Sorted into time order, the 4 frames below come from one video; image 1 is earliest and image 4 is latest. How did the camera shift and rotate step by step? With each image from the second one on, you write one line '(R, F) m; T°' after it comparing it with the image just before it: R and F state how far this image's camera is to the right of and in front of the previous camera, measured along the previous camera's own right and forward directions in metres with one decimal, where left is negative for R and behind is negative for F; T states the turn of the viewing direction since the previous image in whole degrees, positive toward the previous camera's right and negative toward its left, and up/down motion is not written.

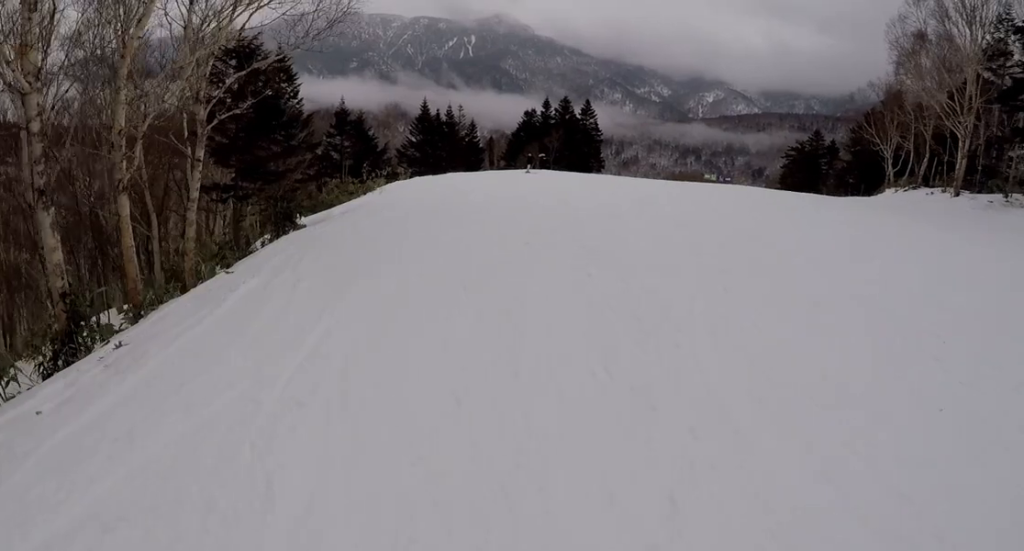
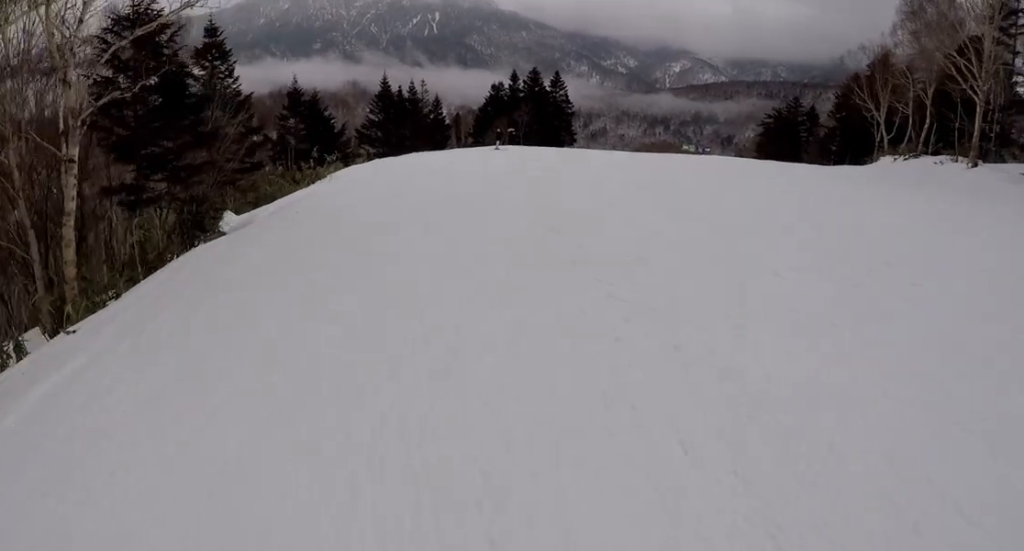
(-0.7, +3.7) m; 0°
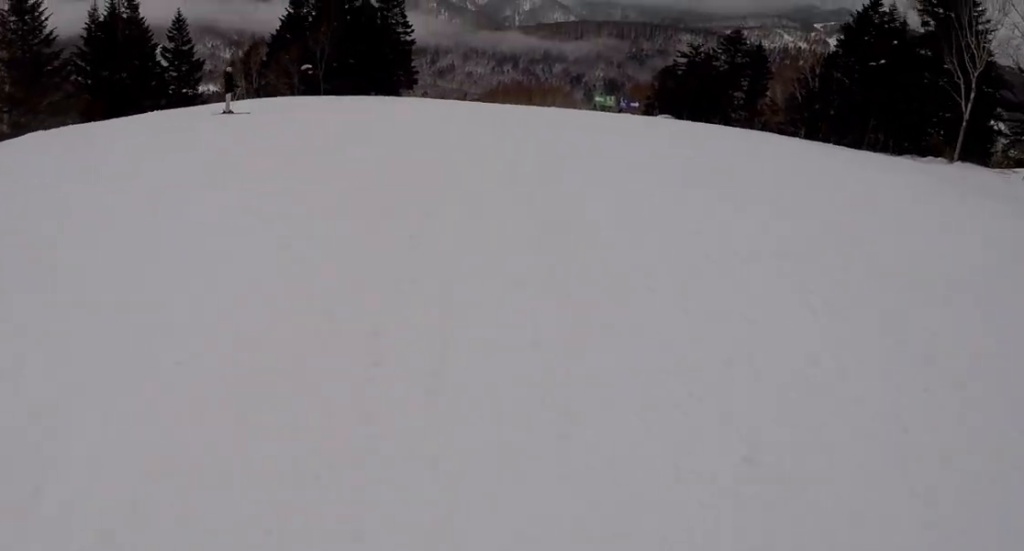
(+8.8, +29.7) m; +29°
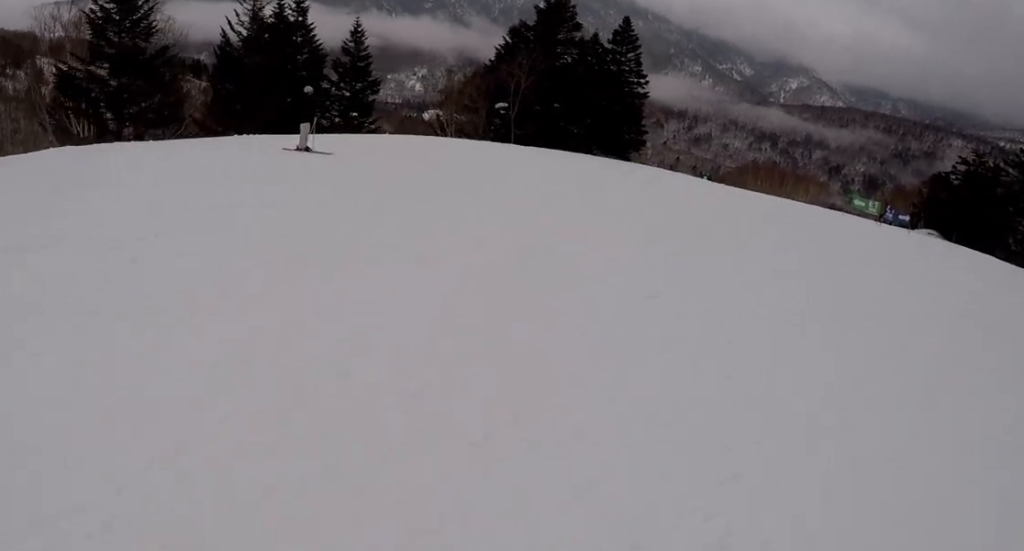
(+0.8, +9.5) m; -6°
